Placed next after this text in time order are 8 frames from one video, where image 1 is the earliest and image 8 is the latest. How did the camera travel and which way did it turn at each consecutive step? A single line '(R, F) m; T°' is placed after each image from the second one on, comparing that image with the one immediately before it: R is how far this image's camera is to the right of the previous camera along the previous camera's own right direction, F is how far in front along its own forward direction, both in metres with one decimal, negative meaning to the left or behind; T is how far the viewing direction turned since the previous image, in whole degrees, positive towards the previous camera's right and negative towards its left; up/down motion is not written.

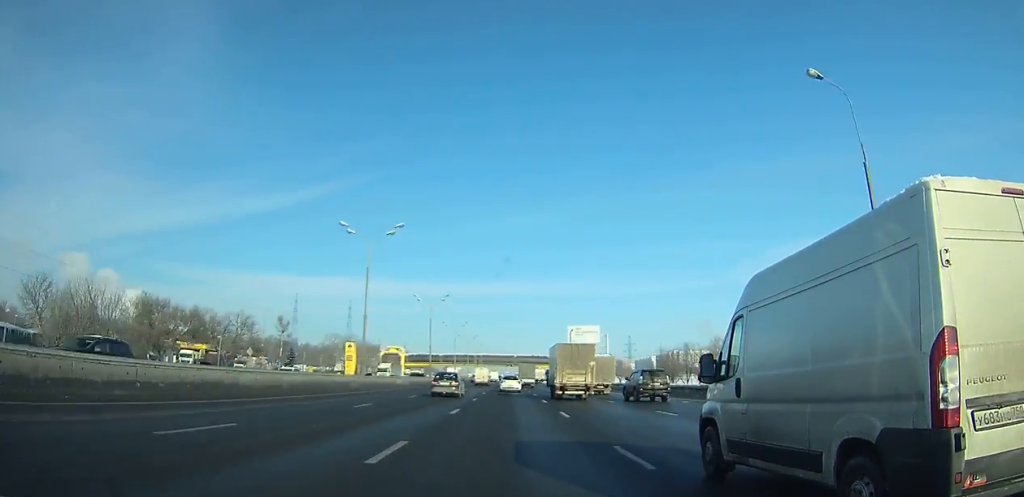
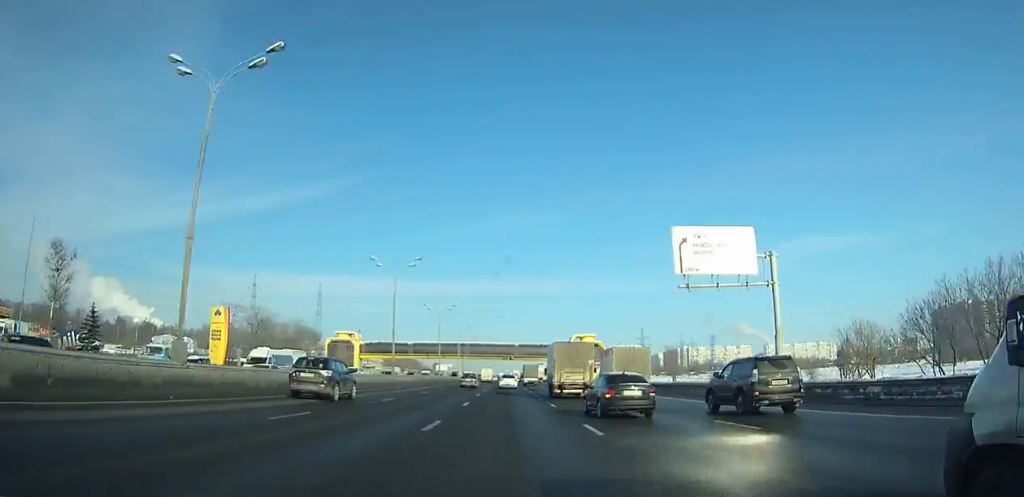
(0.0, +65.5) m; 0°
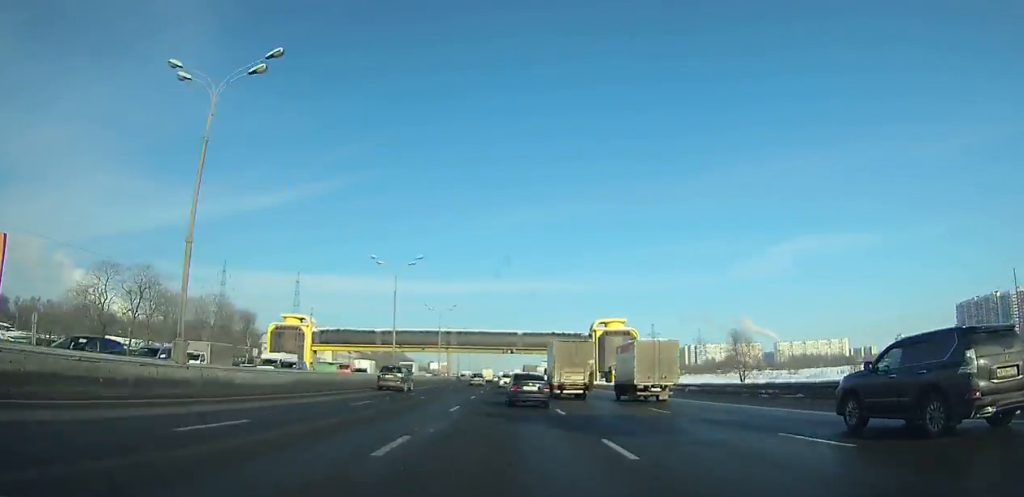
(0.0, +36.8) m; 0°
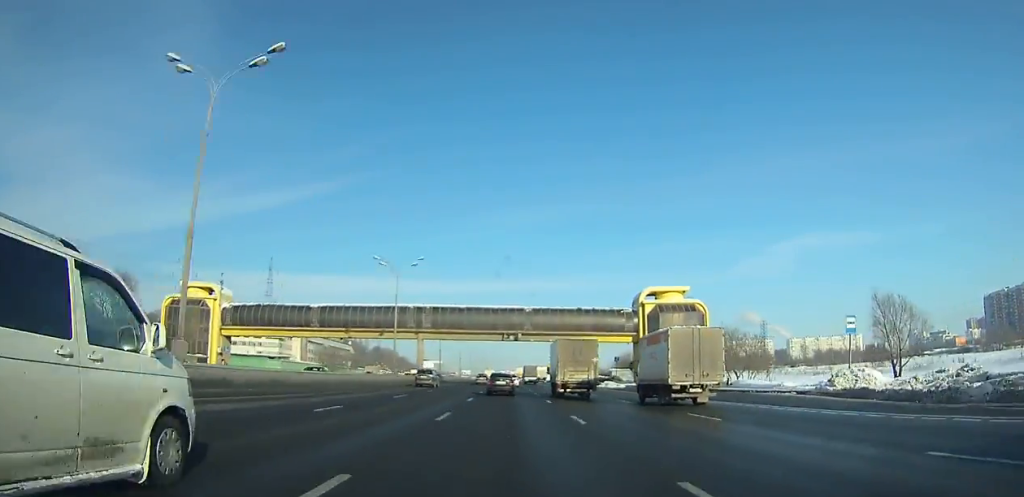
(0.0, +37.4) m; -1°
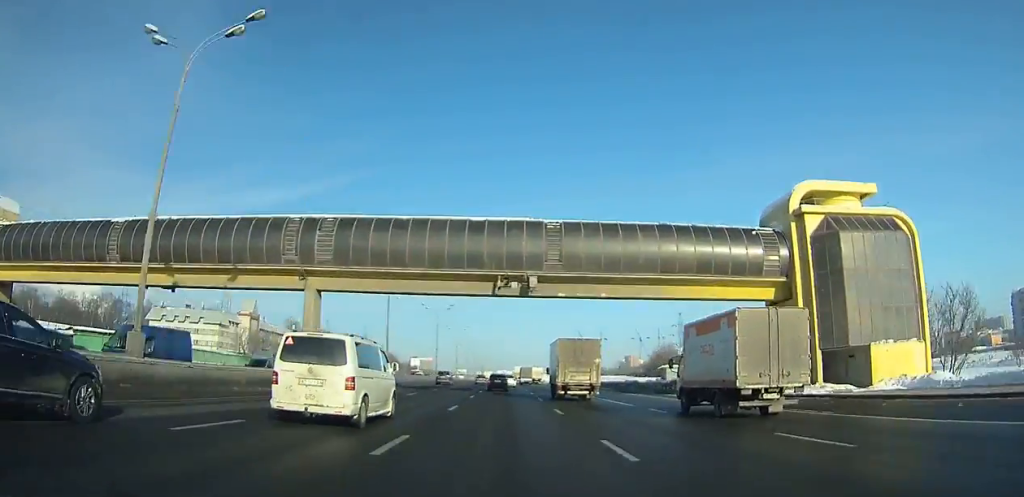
(-0.4, +40.6) m; -1°
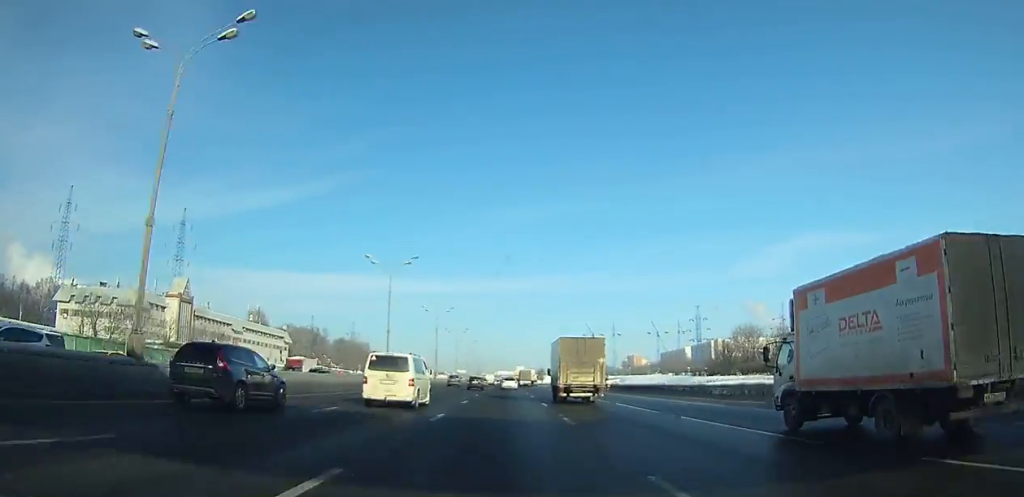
(-0.1, +37.9) m; 0°
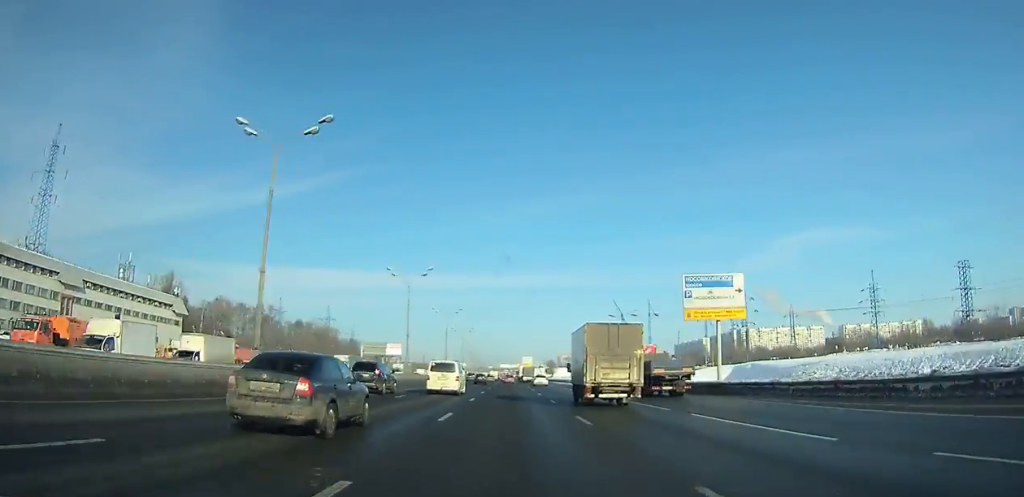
(0.0, +69.8) m; 0°
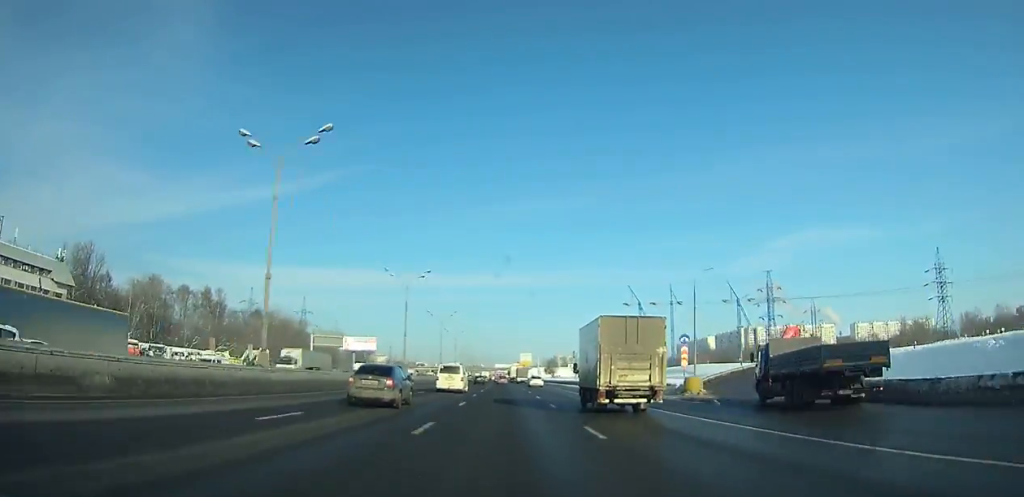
(0.0, +38.2) m; 0°
